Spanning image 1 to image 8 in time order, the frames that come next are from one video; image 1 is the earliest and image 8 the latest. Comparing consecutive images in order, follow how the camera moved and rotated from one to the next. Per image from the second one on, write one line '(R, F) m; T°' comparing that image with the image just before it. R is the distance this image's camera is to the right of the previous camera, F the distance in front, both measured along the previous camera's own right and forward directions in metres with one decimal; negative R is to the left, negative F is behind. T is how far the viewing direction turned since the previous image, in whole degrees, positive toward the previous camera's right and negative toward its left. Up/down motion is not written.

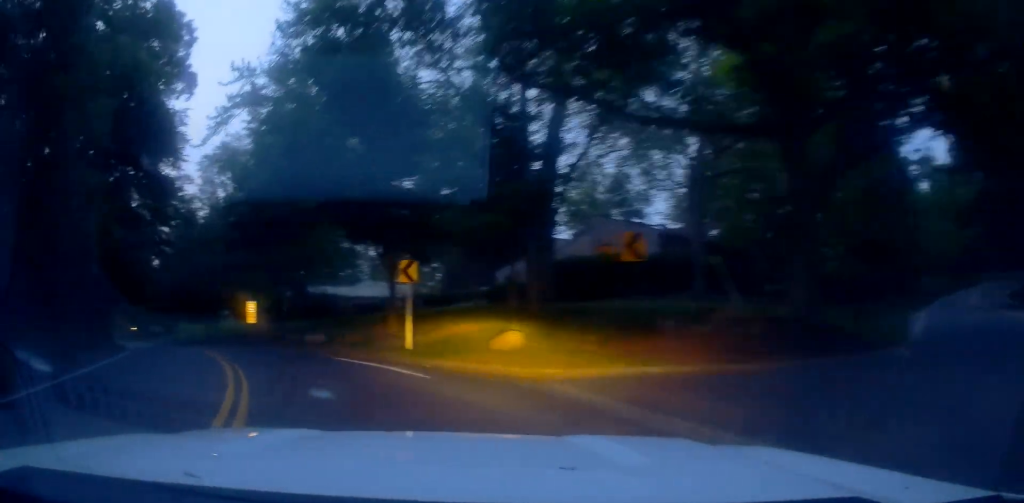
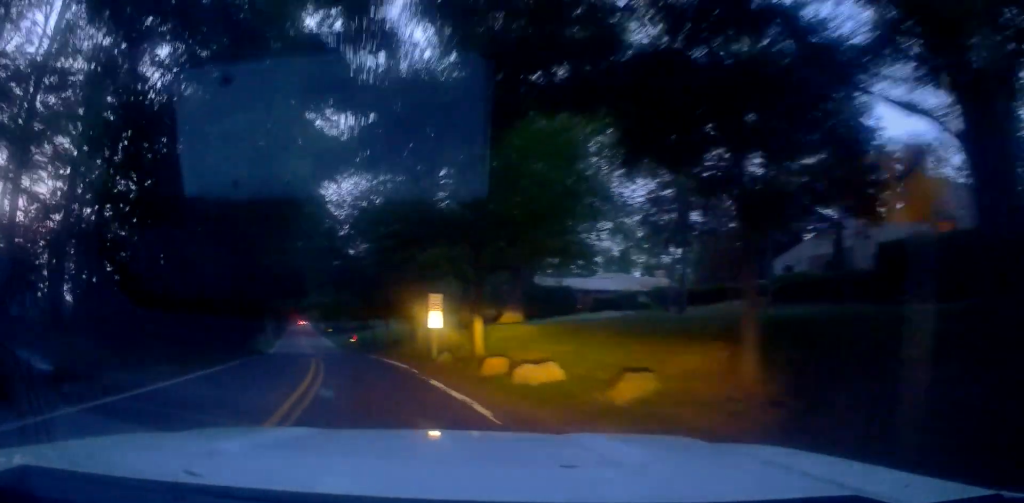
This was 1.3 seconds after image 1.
(-3.2, +13.7) m; -23°
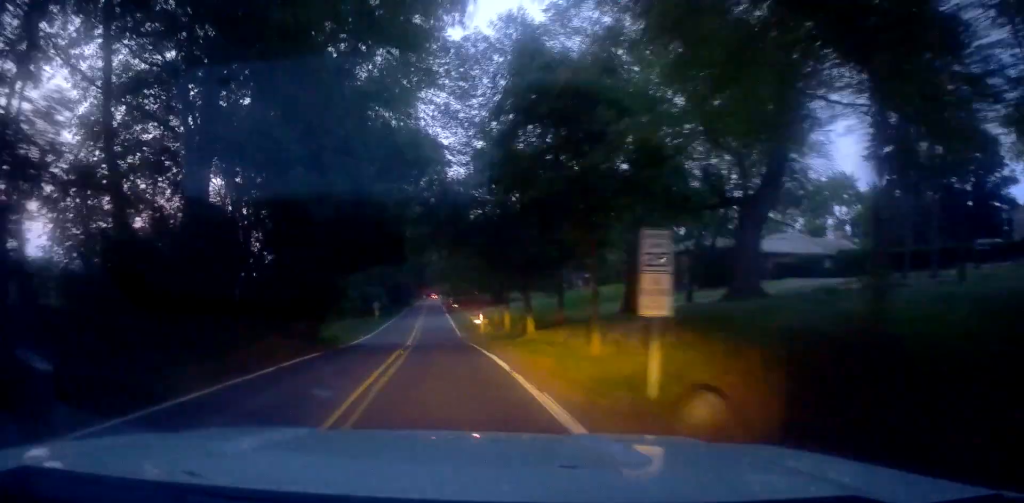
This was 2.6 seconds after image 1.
(-1.9, +12.5) m; -23°
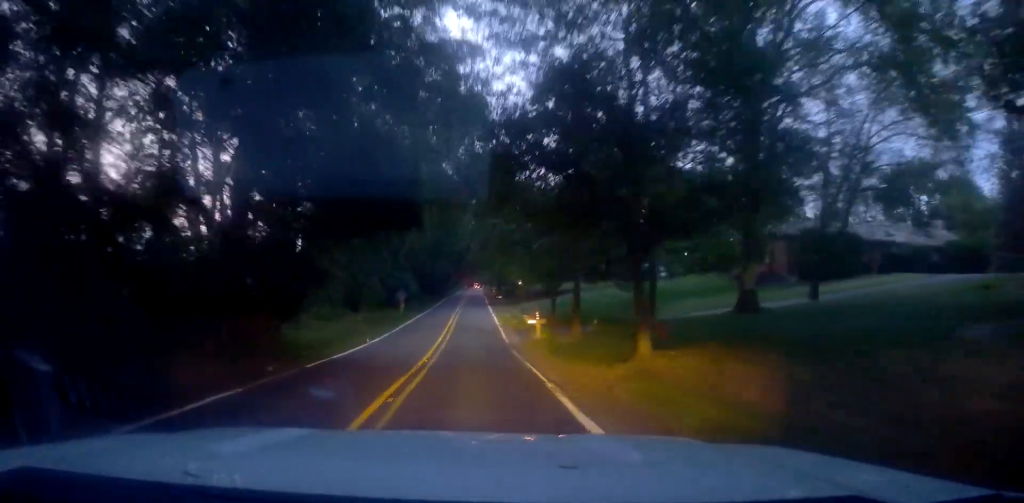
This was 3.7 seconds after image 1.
(-2.2, +9.8) m; -12°
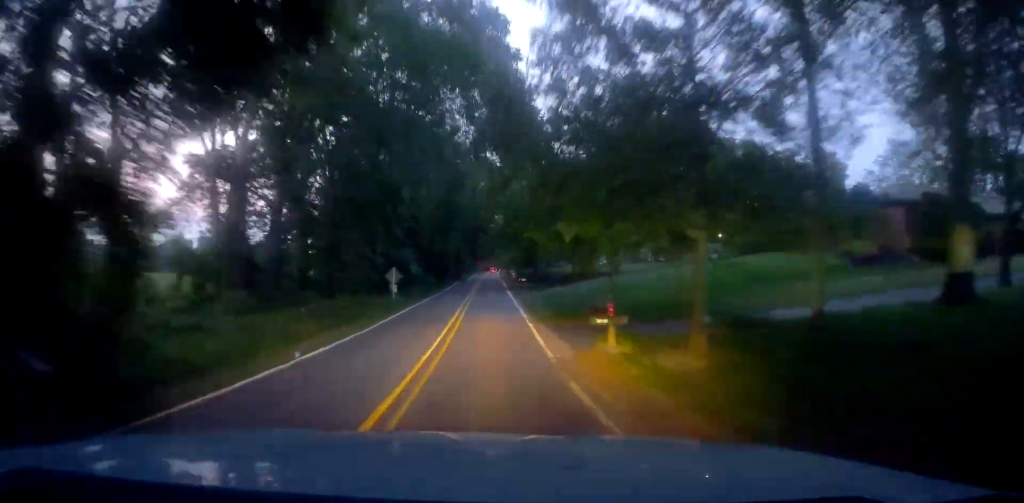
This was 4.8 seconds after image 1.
(-0.1, +11.0) m; -5°
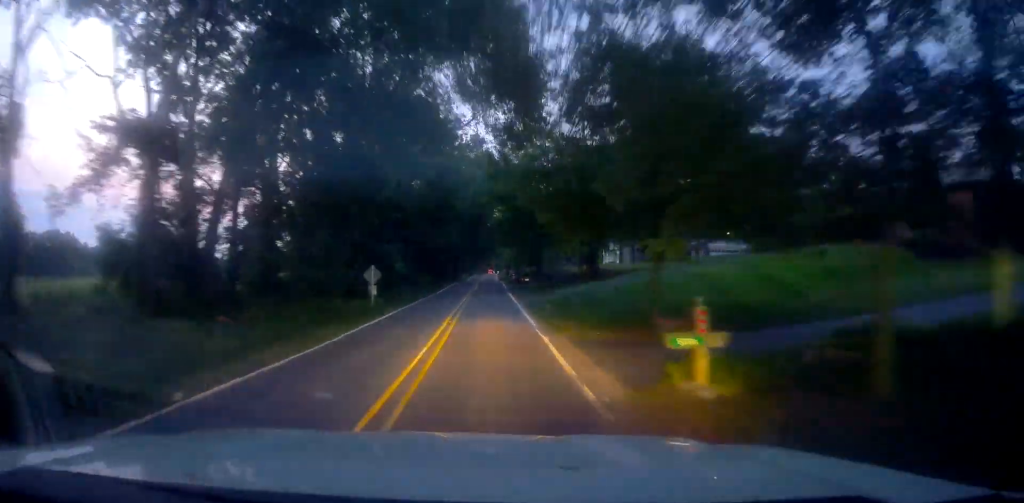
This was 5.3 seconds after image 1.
(-0.4, +5.9) m; -3°
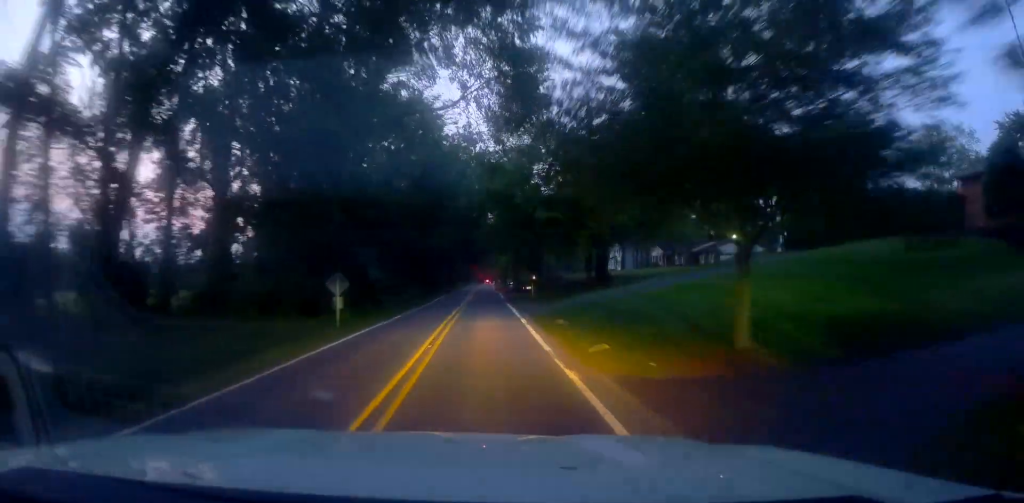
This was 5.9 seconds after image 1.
(-0.1, +5.9) m; -1°
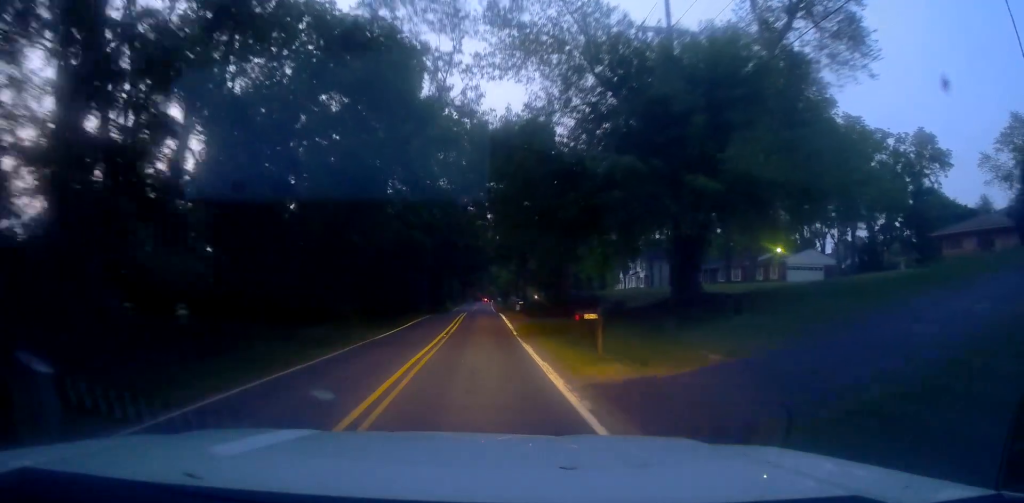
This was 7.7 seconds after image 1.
(-0.2, +20.5) m; -3°
